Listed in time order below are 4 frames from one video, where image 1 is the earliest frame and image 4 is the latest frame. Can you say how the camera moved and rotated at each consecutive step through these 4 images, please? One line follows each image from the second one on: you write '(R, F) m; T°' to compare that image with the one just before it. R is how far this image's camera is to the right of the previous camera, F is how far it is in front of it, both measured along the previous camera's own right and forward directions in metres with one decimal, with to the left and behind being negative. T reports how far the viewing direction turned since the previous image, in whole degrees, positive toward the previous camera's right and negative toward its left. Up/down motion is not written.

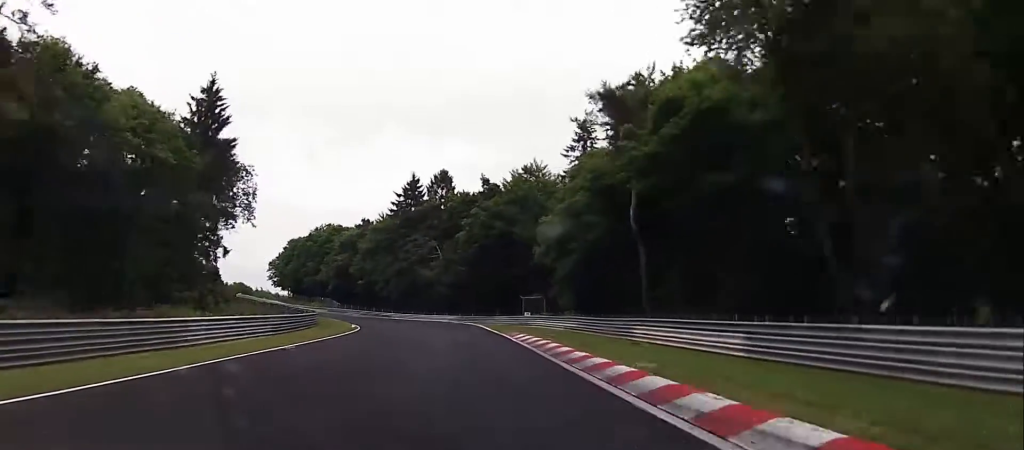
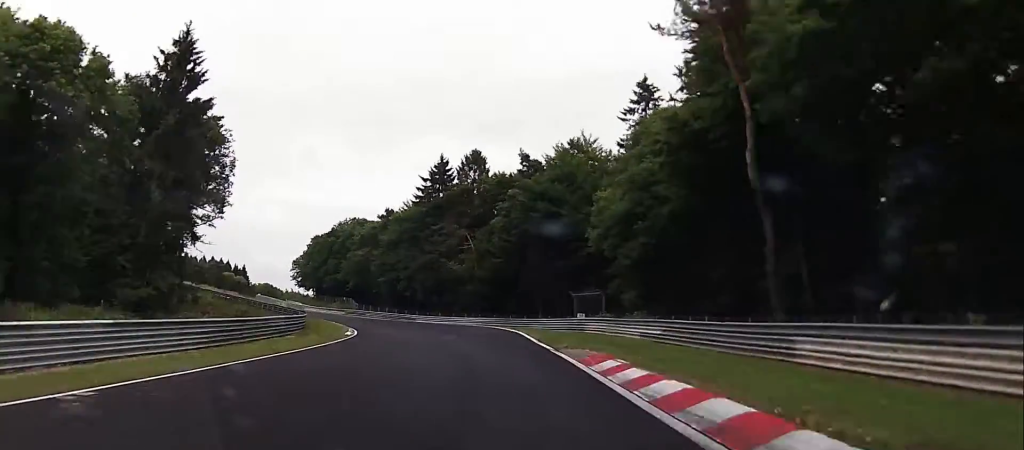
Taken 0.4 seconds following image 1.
(-0.1, +13.3) m; -5°
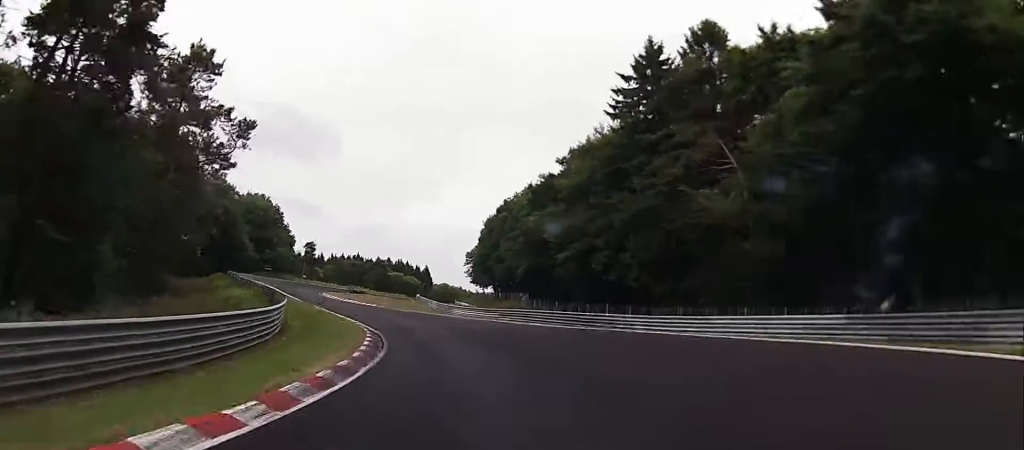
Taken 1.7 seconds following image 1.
(-6.2, +35.5) m; -20°
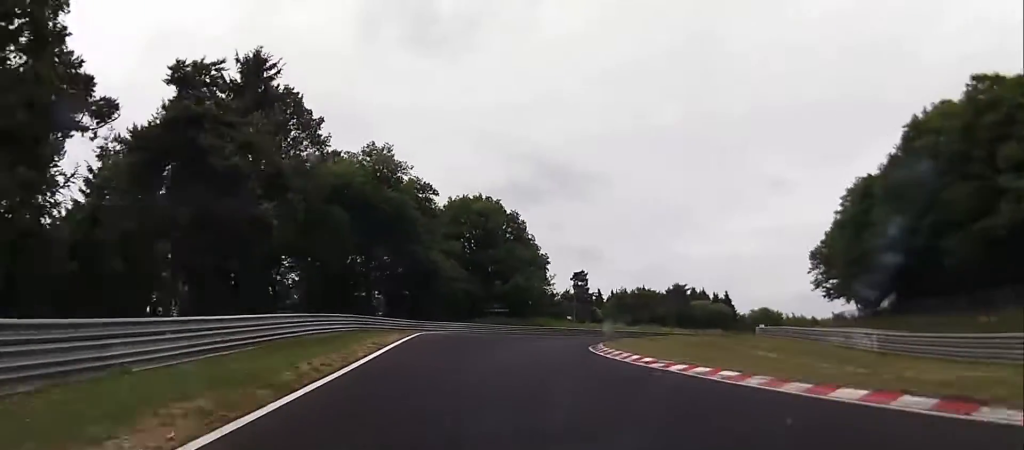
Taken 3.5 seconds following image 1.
(-10.7, +46.6) m; -20°
